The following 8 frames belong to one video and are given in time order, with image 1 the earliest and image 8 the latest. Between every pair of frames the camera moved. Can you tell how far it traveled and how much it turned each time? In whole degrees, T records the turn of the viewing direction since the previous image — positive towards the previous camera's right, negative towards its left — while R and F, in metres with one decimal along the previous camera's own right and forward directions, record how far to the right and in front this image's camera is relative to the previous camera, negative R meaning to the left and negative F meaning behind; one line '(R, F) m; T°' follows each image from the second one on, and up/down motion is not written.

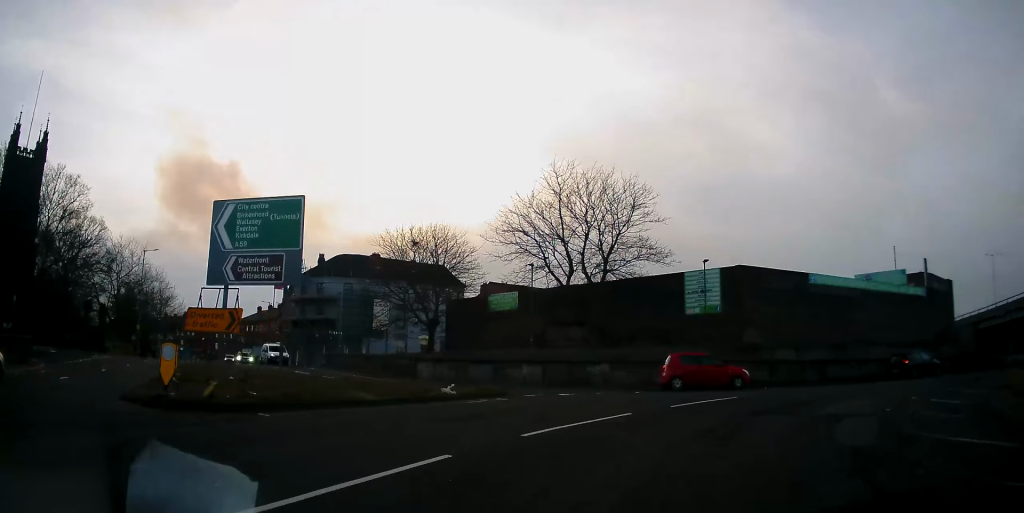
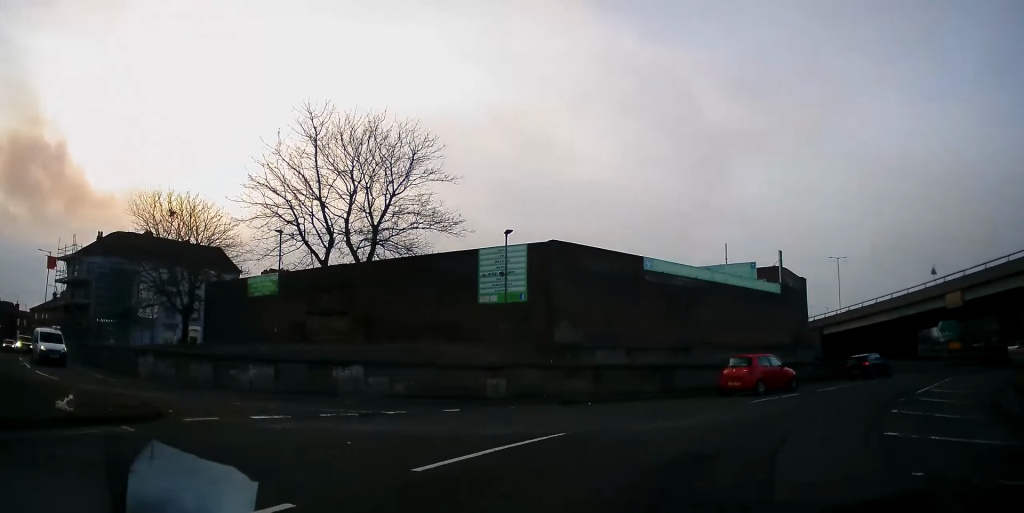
(+1.7, +7.5) m; +18°
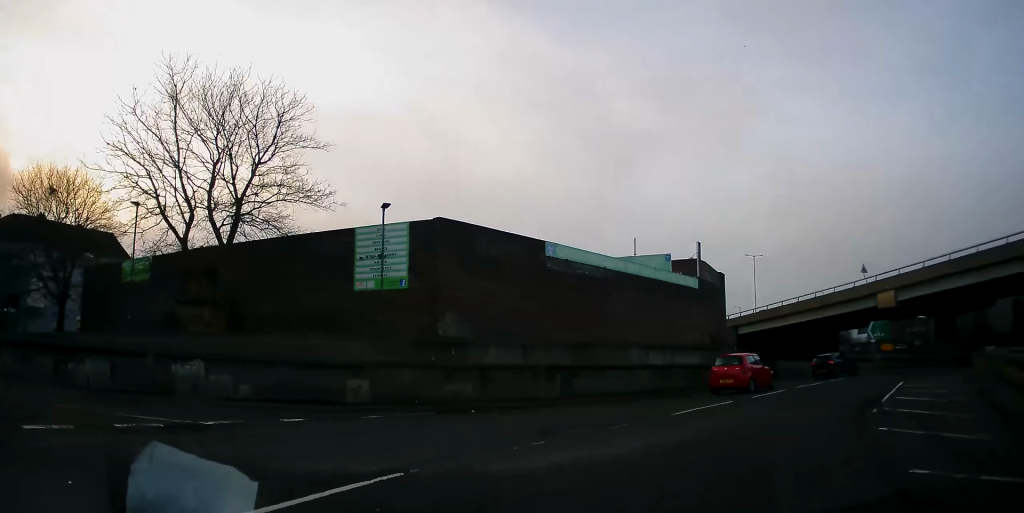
(0.0, +3.3) m; +6°
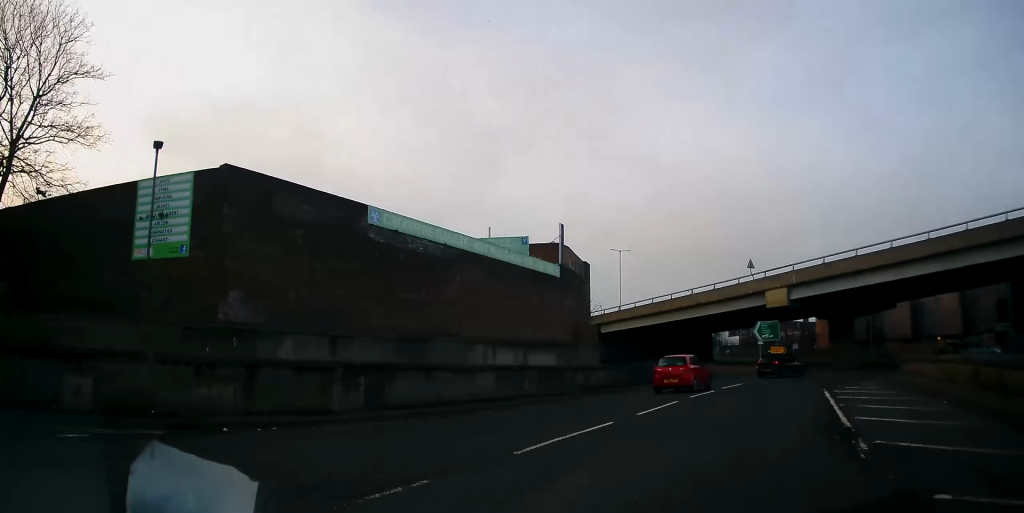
(+0.5, +5.1) m; +13°
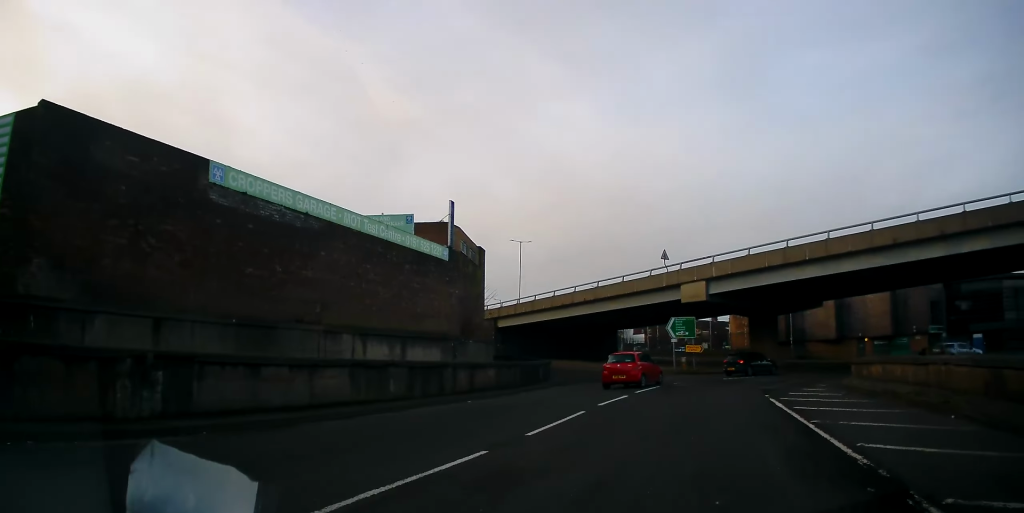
(+0.5, +3.8) m; +11°
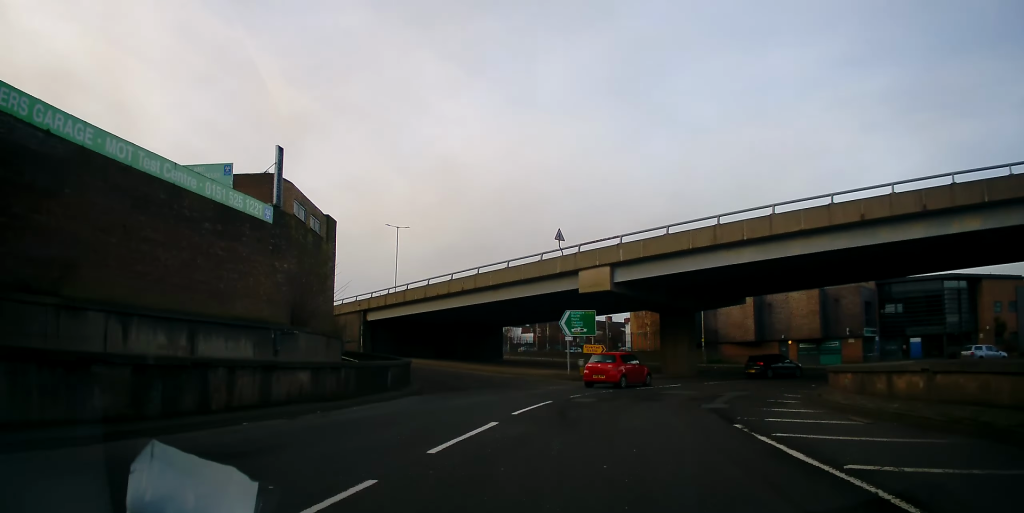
(+1.3, +7.1) m; +15°
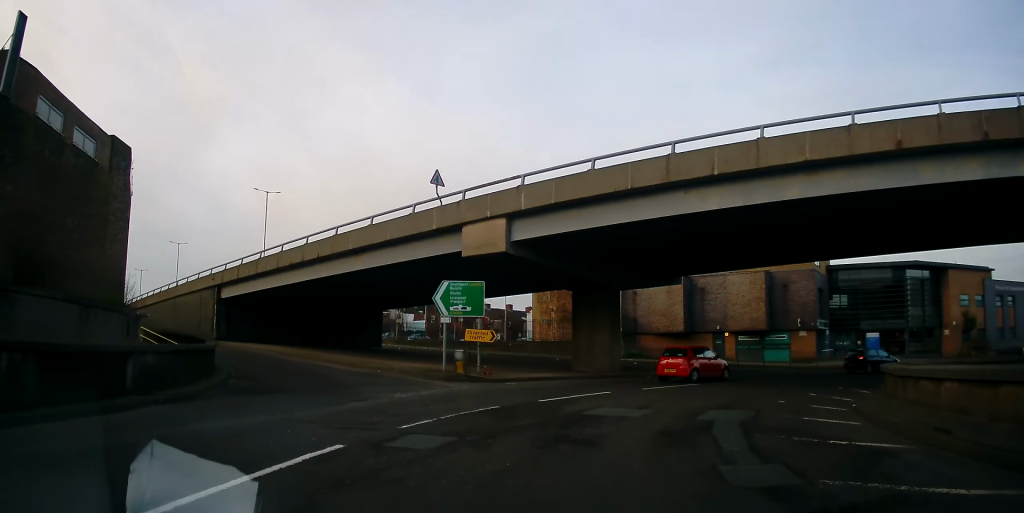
(+0.7, +9.6) m; +8°
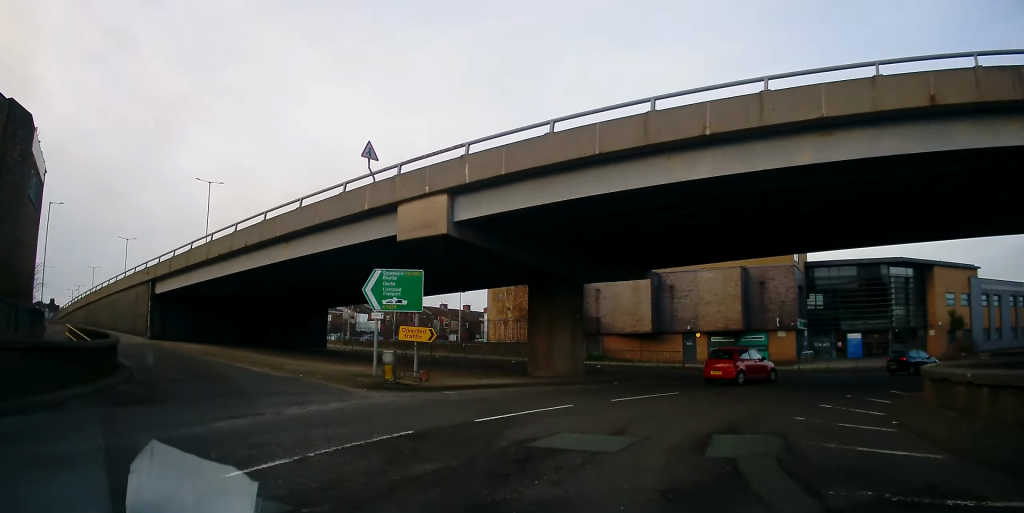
(+0.1, +3.8) m; +5°
